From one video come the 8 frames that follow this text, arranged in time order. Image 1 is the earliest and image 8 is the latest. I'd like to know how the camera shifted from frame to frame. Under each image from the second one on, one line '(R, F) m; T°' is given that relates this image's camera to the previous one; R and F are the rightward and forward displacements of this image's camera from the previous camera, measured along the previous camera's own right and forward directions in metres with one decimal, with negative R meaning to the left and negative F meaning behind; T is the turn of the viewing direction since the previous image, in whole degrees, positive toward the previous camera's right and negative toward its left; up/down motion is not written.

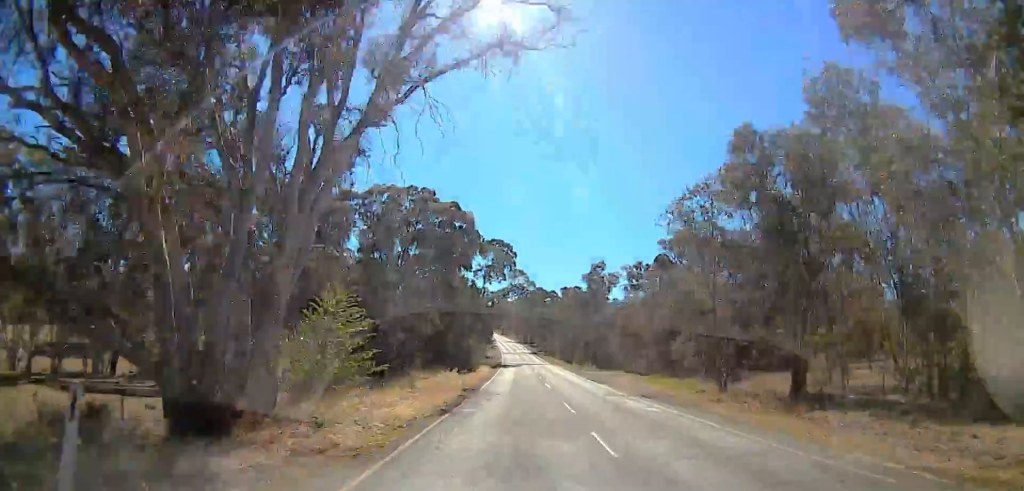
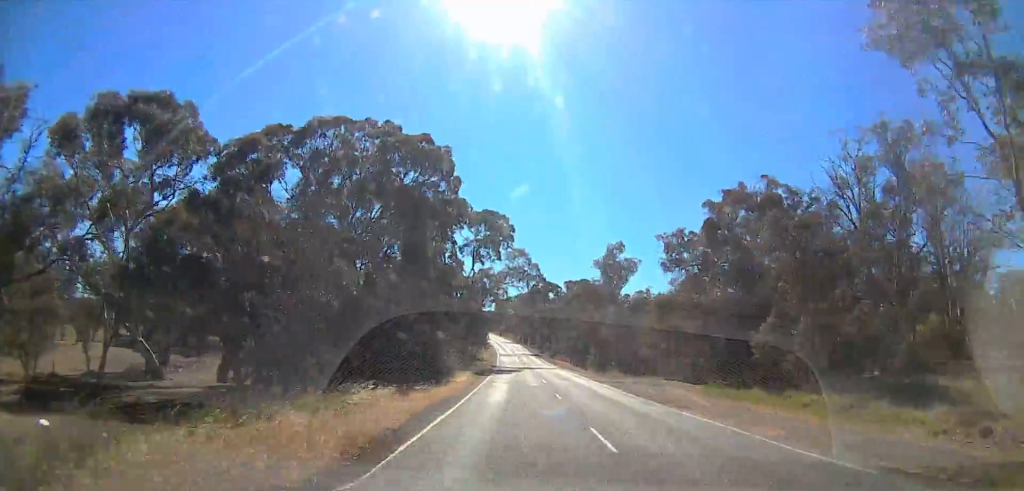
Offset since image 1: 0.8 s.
(0.0, +20.8) m; 0°
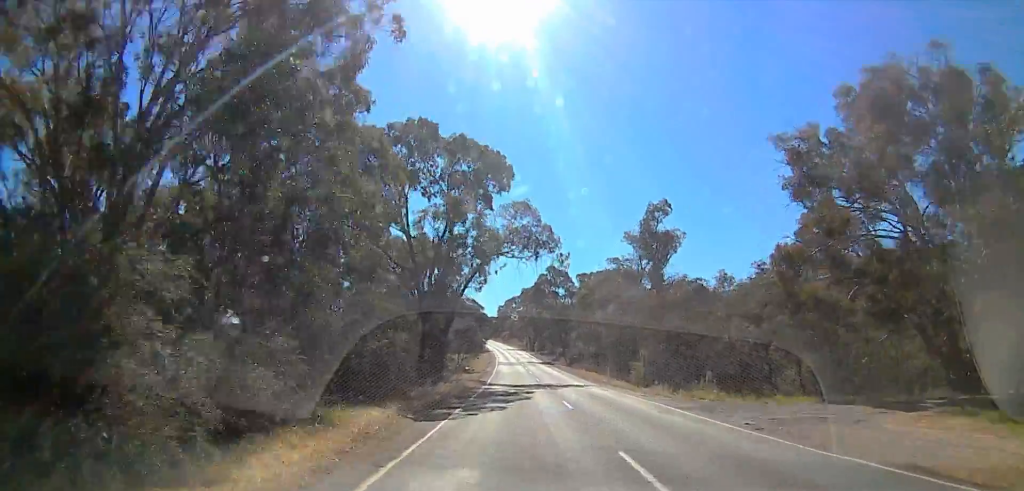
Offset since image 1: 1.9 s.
(0.0, +27.6) m; 0°
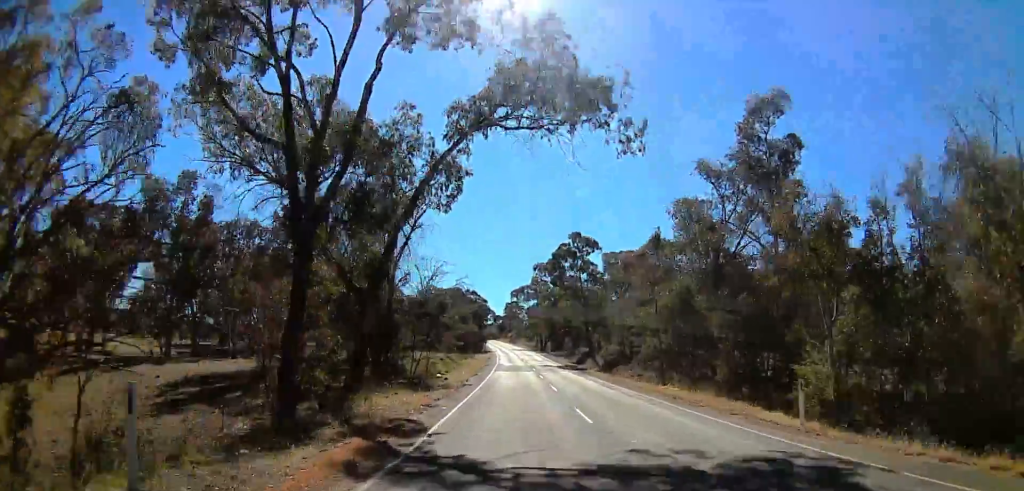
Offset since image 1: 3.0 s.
(0.0, +29.2) m; 0°
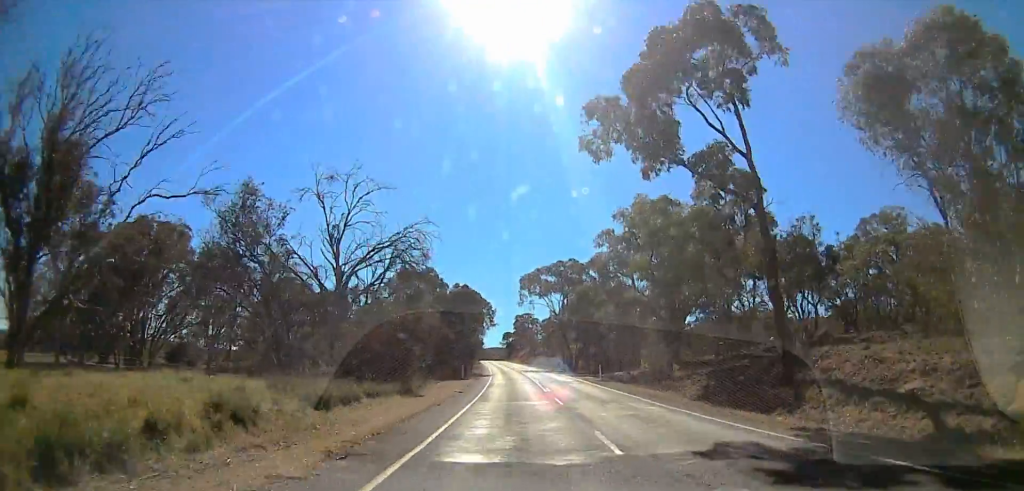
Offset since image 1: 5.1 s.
(0.0, +53.1) m; 0°
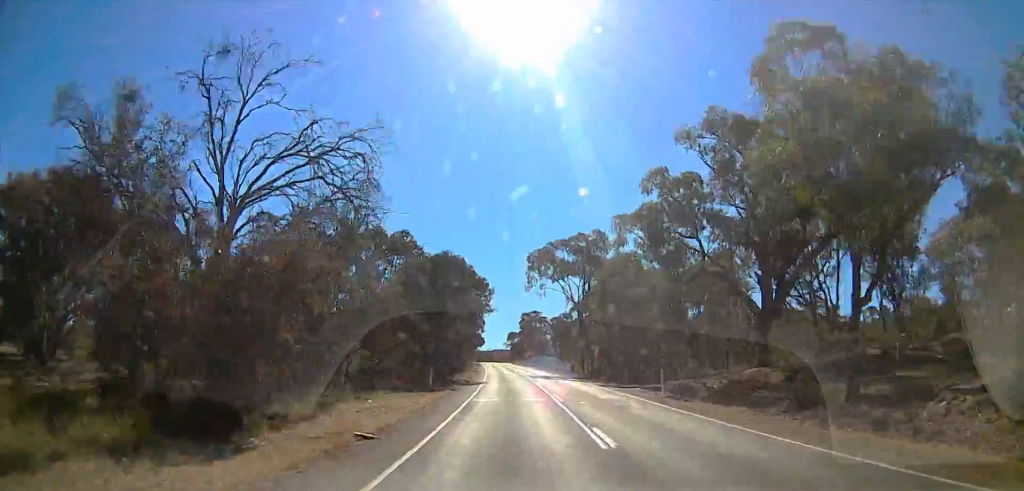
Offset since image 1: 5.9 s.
(0.0, +20.4) m; 0°
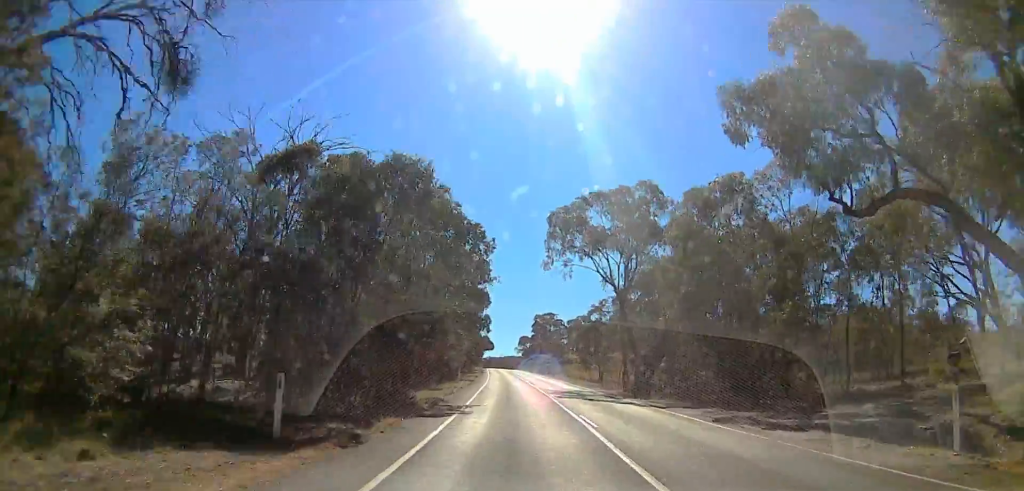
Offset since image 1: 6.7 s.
(0.0, +20.3) m; 0°
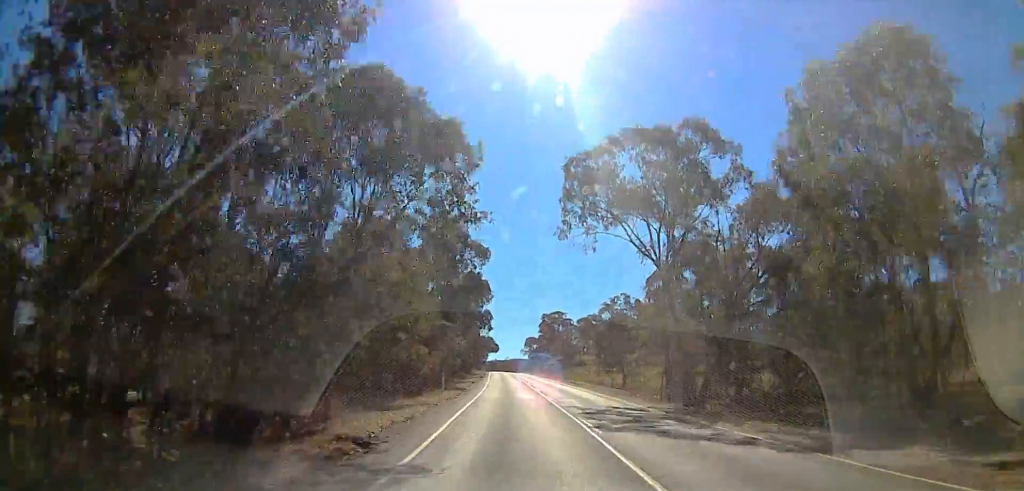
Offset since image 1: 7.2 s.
(0.0, +12.7) m; 0°
